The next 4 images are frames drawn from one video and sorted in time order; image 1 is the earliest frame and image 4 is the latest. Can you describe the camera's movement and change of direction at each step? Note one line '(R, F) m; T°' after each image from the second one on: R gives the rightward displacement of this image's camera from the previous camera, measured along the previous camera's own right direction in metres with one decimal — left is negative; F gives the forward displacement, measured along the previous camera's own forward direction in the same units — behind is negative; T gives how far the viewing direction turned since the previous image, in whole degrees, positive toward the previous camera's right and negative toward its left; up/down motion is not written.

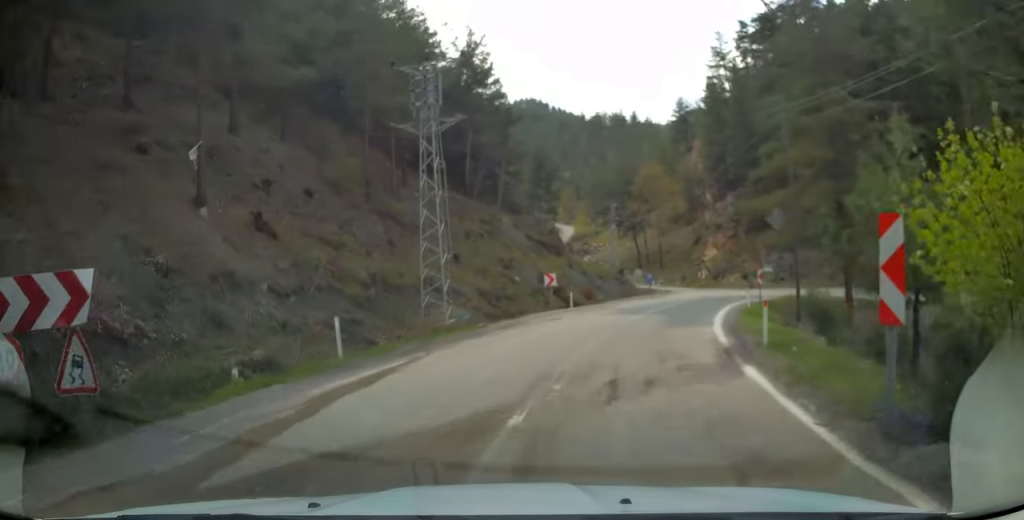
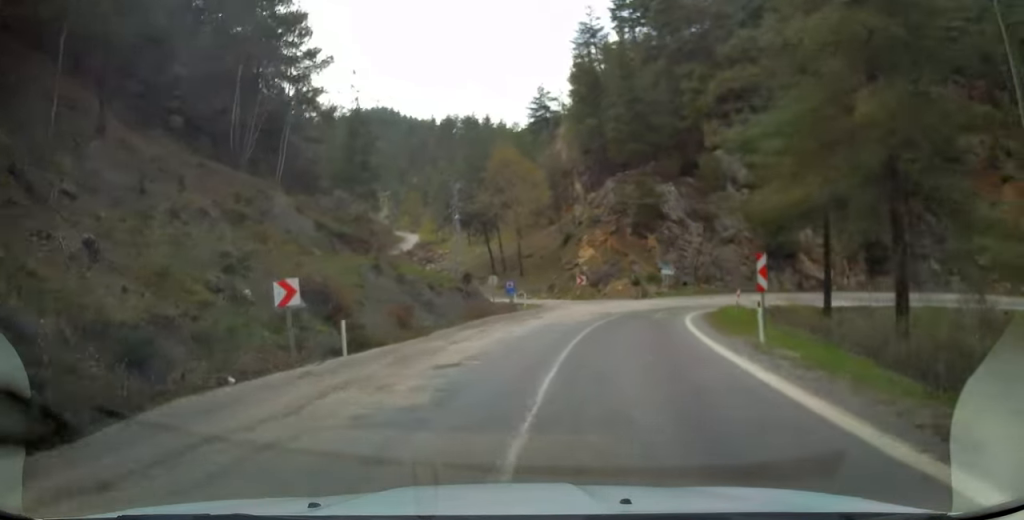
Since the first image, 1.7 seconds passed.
(+2.0, +18.6) m; +14°
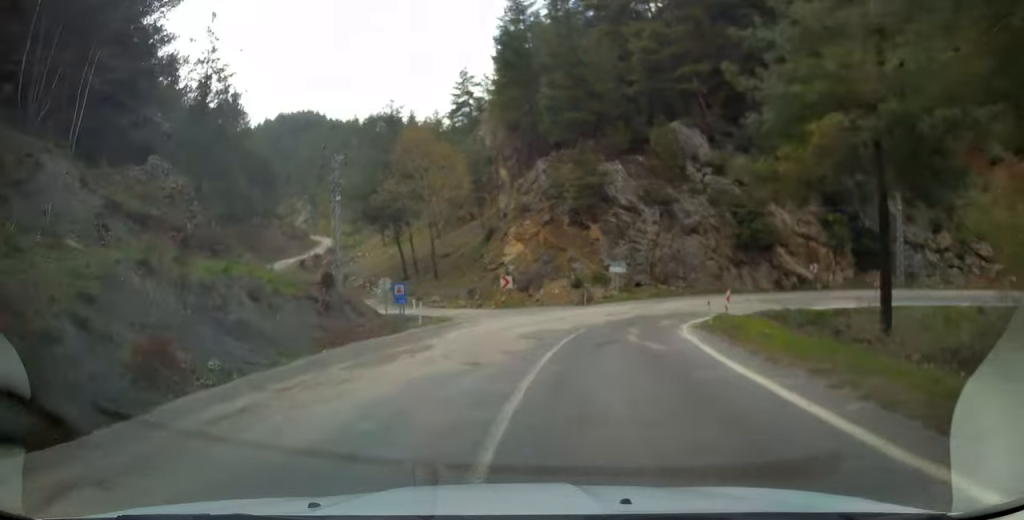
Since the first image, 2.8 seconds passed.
(+1.0, +11.9) m; +8°
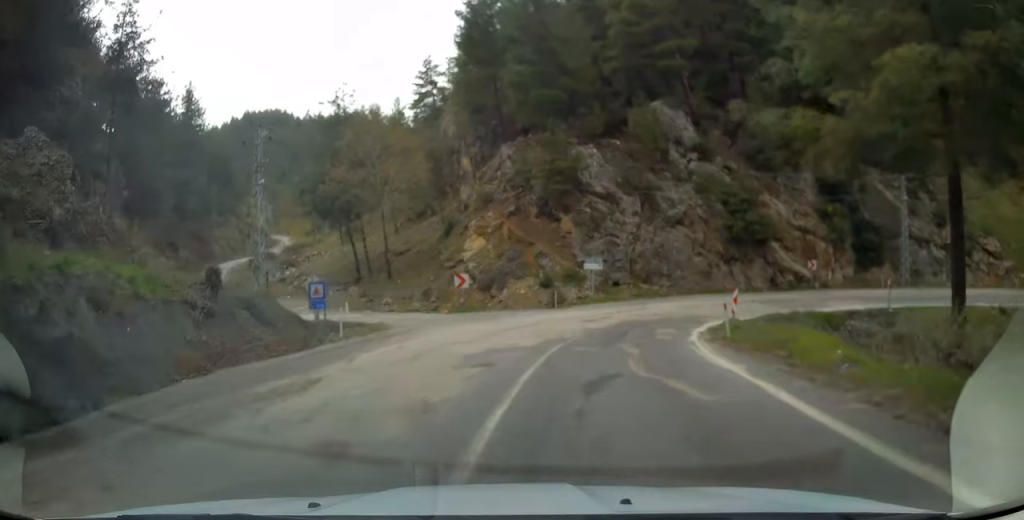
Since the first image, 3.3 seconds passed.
(+0.3, +5.8) m; +4°
